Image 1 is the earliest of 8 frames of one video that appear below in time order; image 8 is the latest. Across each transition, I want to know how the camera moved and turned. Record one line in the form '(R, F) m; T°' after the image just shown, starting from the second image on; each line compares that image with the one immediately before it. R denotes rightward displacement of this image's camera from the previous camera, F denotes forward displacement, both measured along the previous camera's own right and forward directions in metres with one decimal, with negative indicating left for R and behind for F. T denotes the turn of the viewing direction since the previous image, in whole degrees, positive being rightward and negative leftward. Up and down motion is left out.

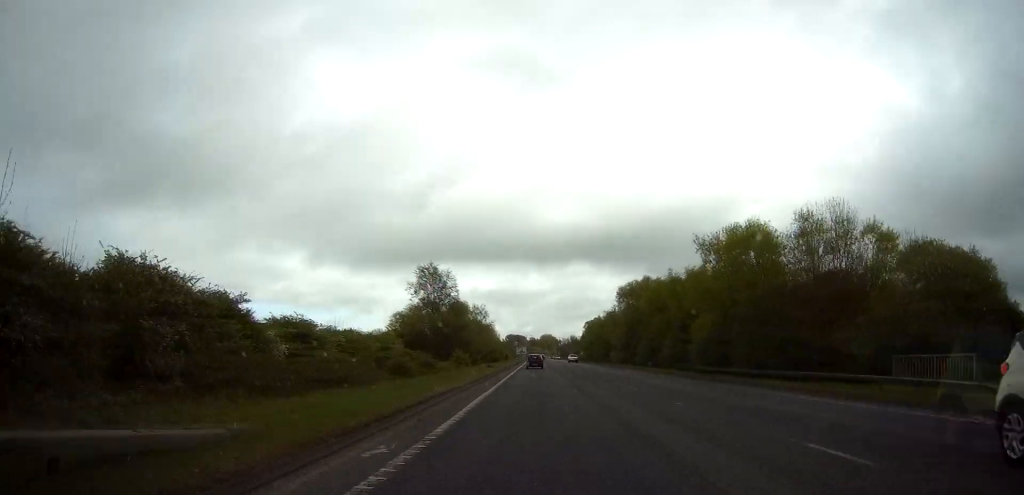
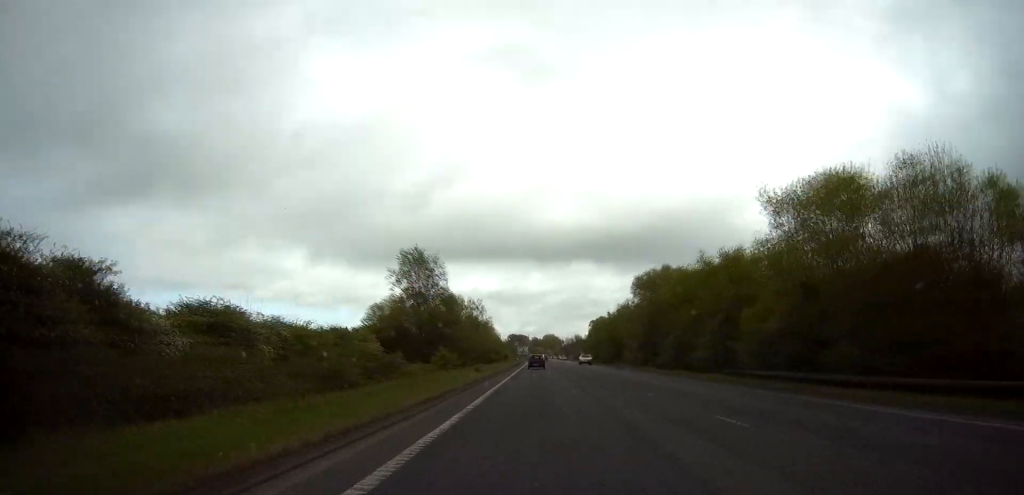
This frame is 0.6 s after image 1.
(0.0, +12.6) m; 0°
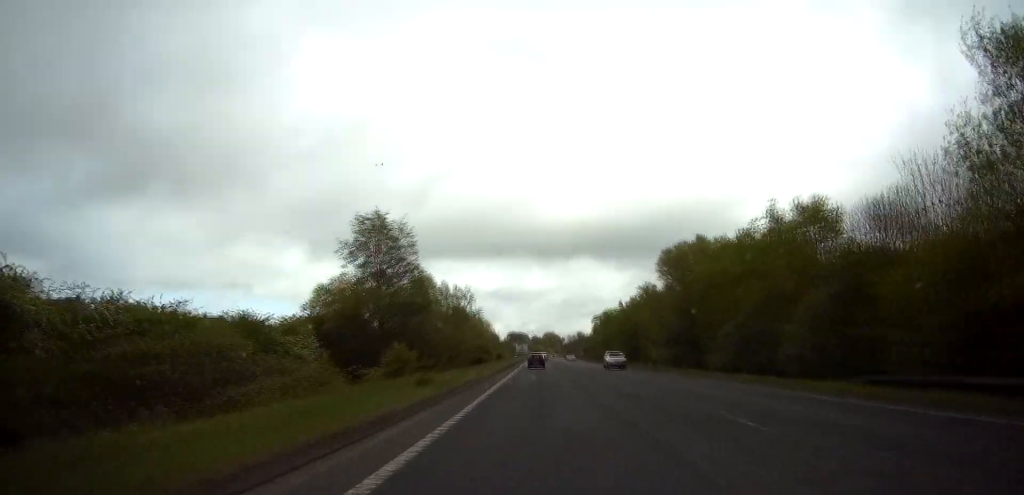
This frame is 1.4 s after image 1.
(0.0, +18.0) m; 0°
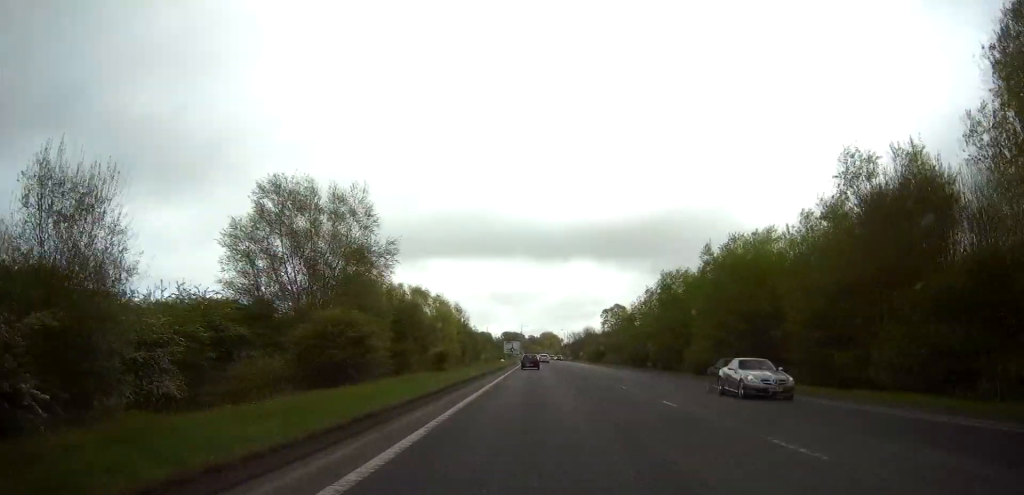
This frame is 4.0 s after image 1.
(+0.6, +55.6) m; +1°
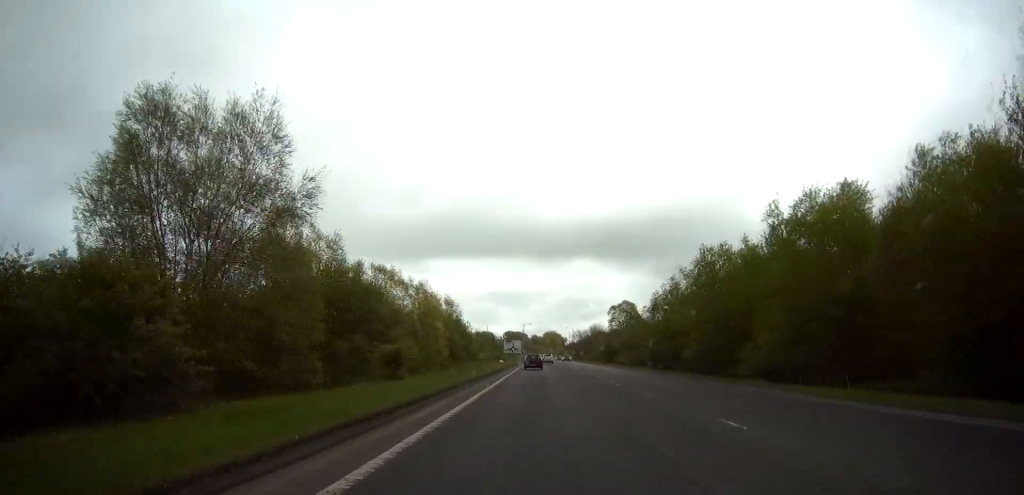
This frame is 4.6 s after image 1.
(-0.1, +14.6) m; 0°
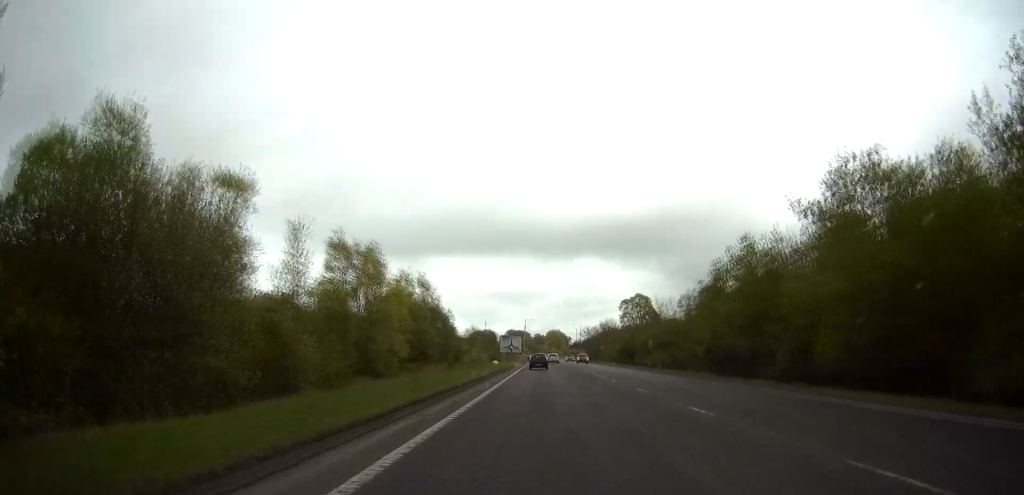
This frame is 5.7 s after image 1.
(-0.1, +23.5) m; 0°
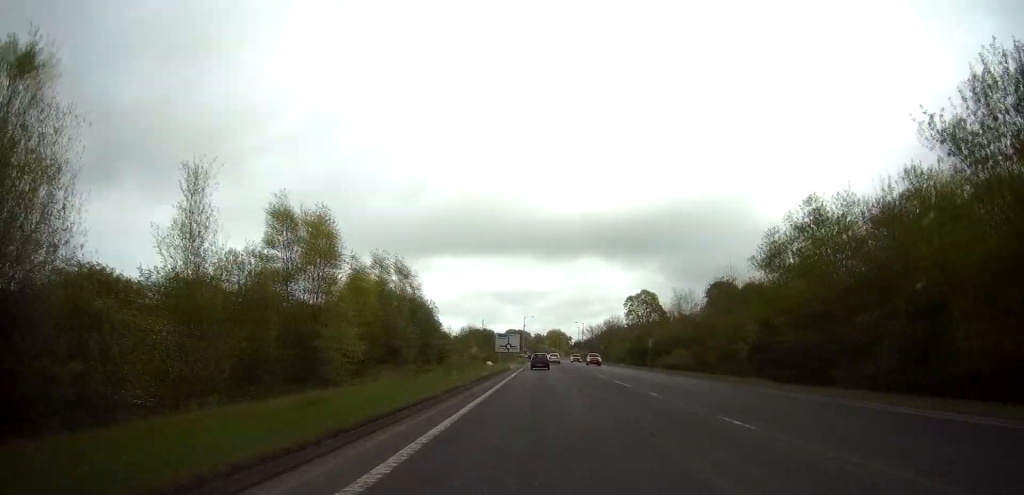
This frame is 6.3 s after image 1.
(0.0, +11.7) m; 0°
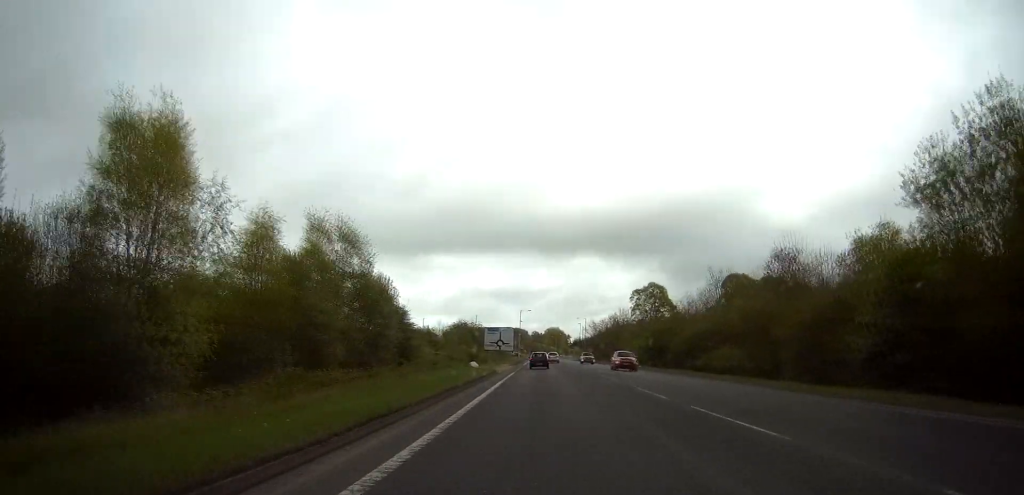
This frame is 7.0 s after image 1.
(+0.1, +16.8) m; 0°
